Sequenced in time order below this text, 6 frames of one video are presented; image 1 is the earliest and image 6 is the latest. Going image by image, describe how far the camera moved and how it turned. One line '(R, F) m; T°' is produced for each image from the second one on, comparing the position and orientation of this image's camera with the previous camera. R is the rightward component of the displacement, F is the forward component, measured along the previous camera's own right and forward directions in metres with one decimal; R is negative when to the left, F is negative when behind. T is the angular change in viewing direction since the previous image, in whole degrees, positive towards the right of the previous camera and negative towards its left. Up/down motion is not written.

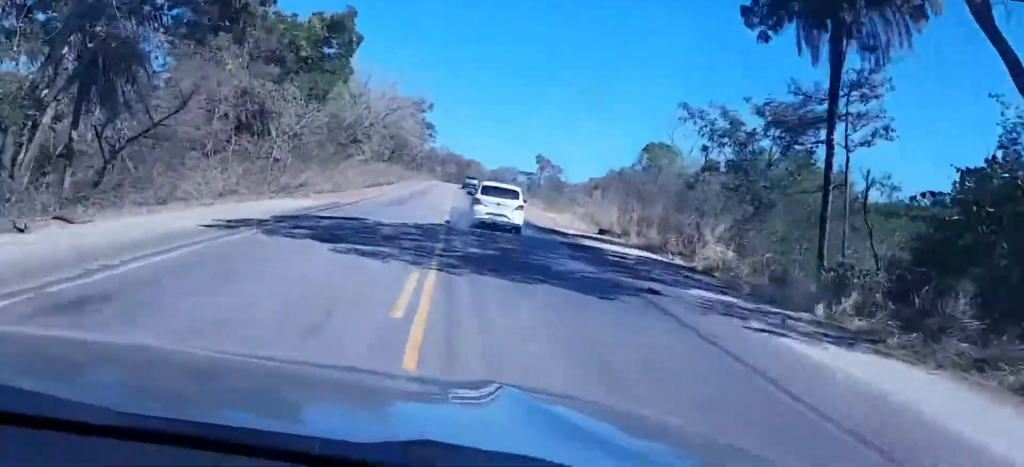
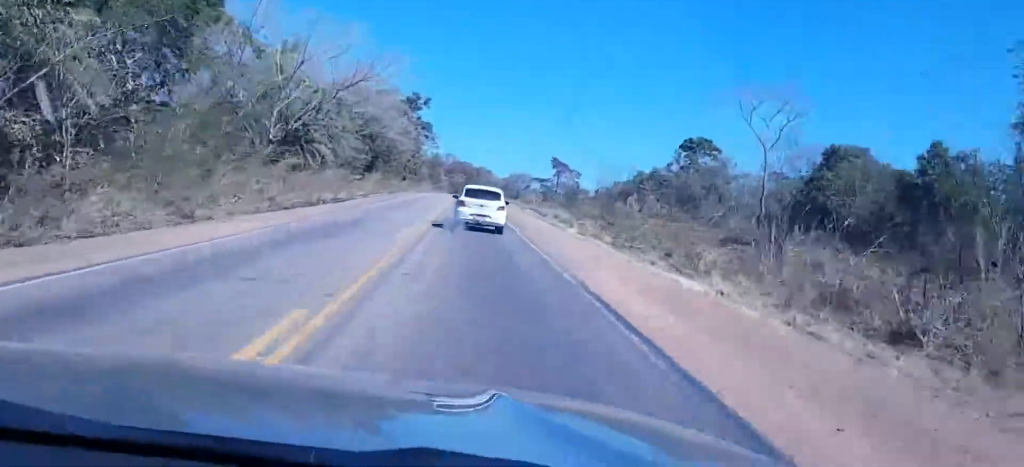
(-0.1, +34.6) m; +1°
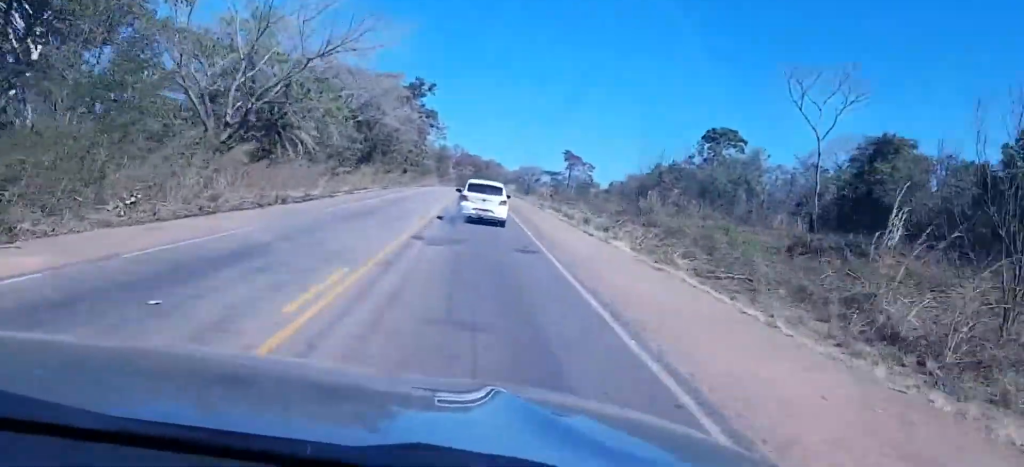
(+0.5, +12.5) m; 0°
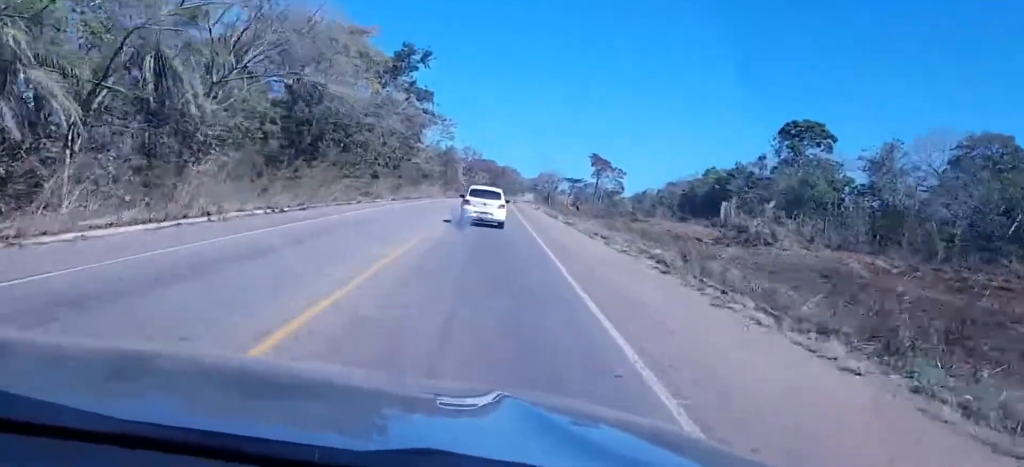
(-0.8, +41.3) m; -2°
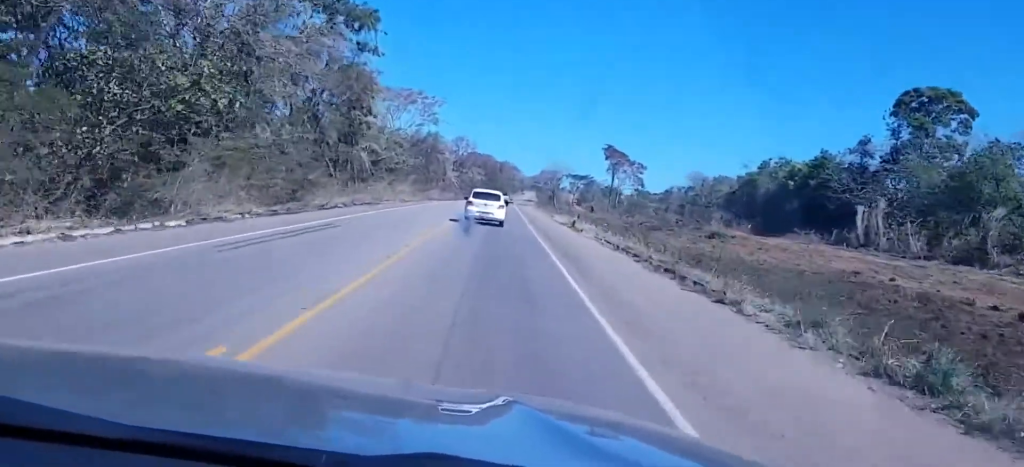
(0.0, +46.5) m; -1°
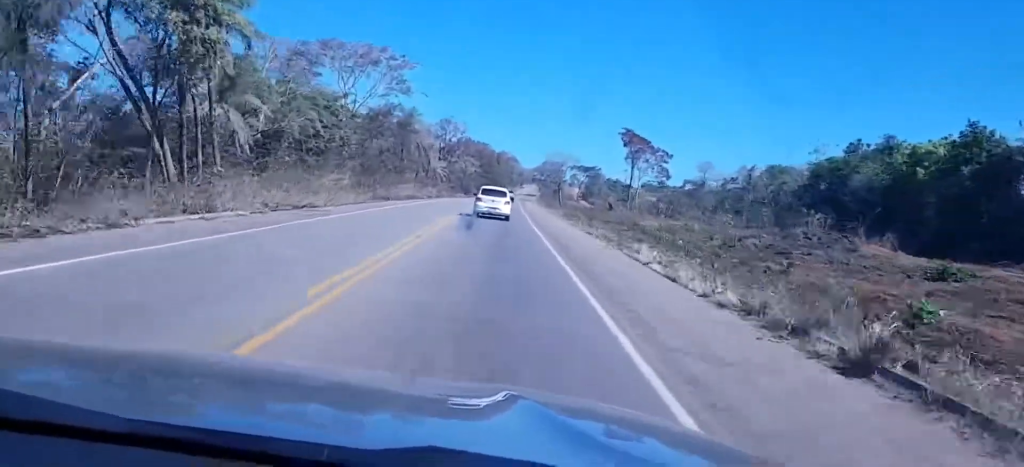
(-0.4, +41.5) m; 0°
